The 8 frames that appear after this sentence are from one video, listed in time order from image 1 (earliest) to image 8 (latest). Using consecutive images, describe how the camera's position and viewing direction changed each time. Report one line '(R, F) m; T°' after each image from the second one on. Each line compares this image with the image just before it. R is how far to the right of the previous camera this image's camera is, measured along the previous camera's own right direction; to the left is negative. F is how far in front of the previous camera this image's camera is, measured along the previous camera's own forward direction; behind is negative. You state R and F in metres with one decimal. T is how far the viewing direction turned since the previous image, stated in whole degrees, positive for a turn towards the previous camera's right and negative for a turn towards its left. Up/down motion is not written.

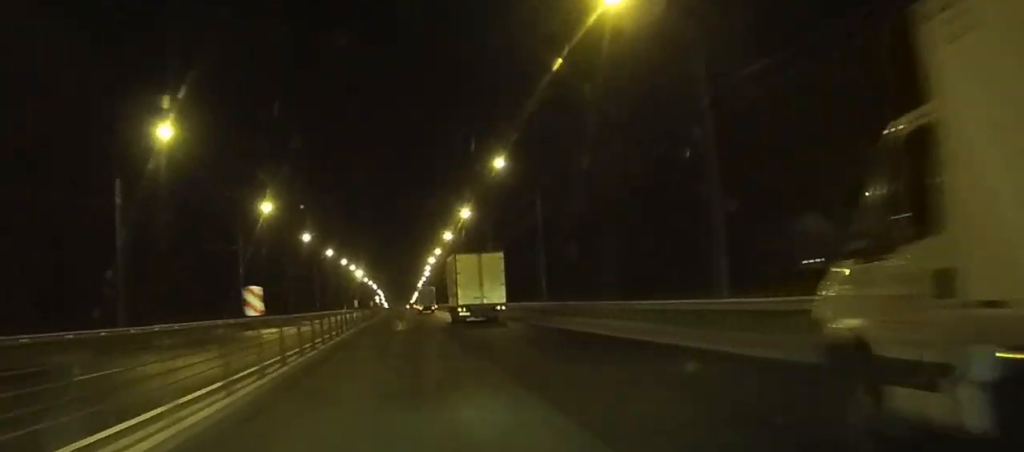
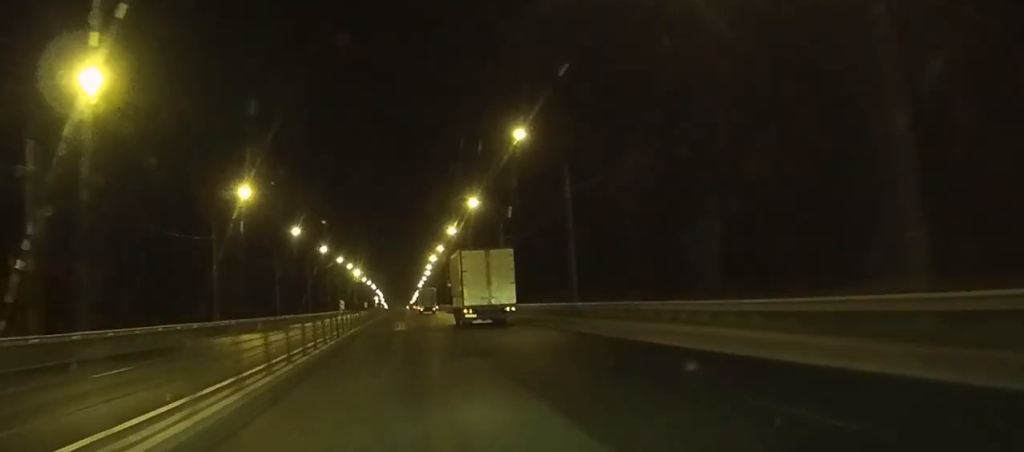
(+0.1, +11.1) m; 0°
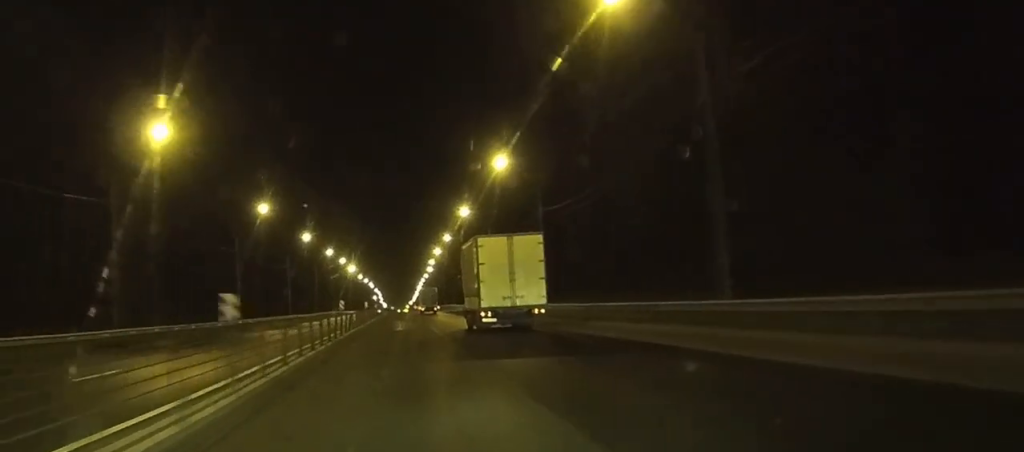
(+0.1, +24.3) m; 0°
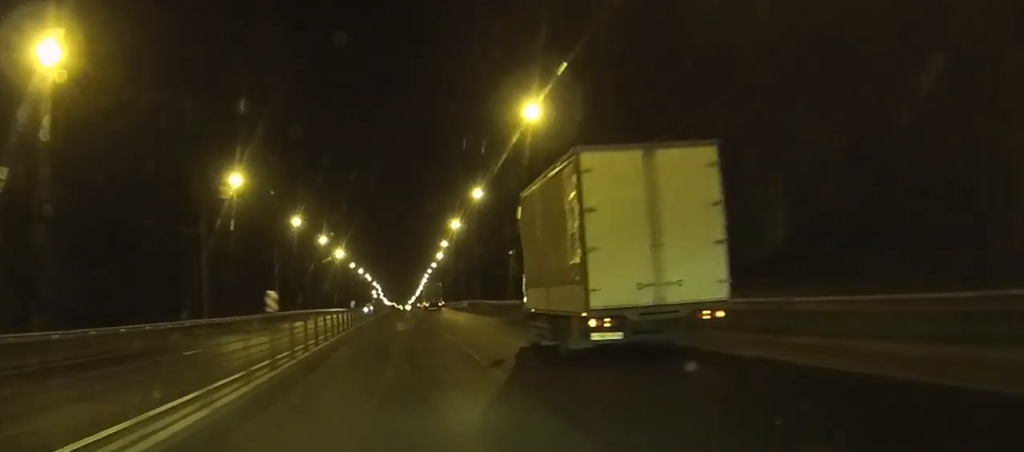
(0.0, +49.6) m; 0°
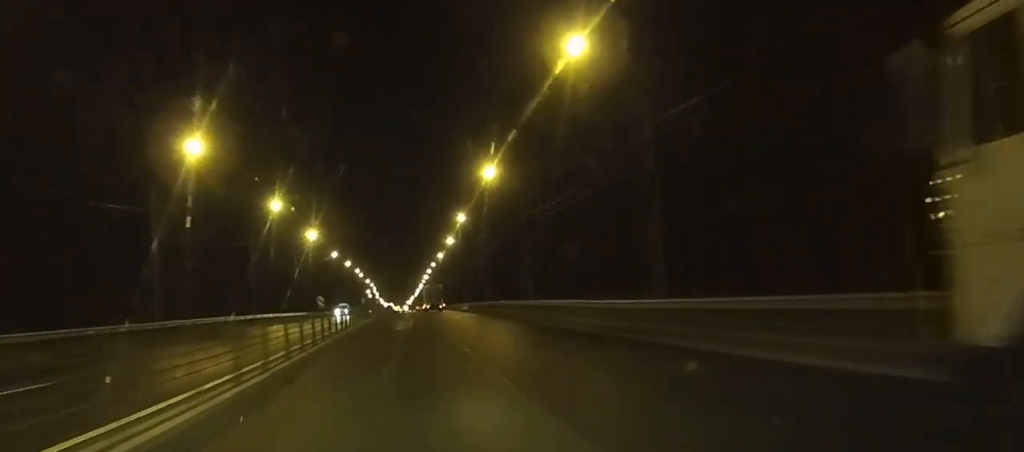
(-0.1, +48.1) m; 0°
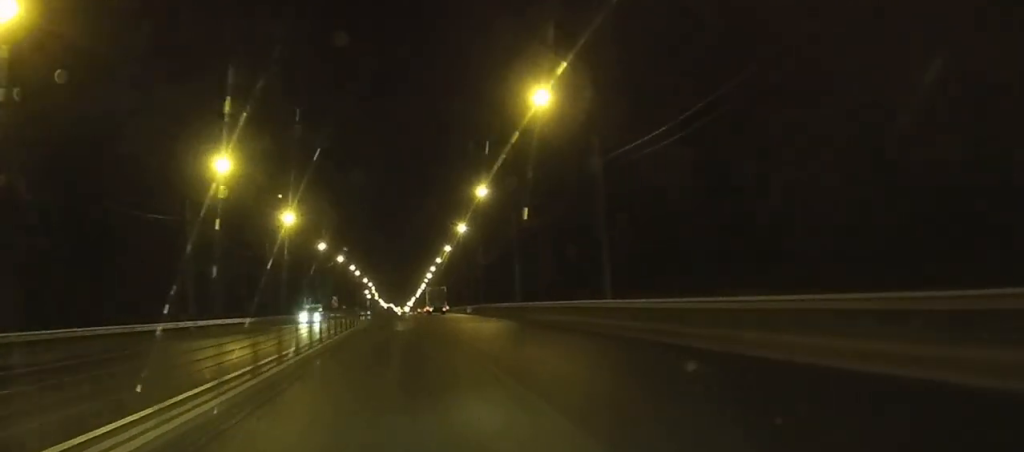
(+0.1, +25.7) m; 0°
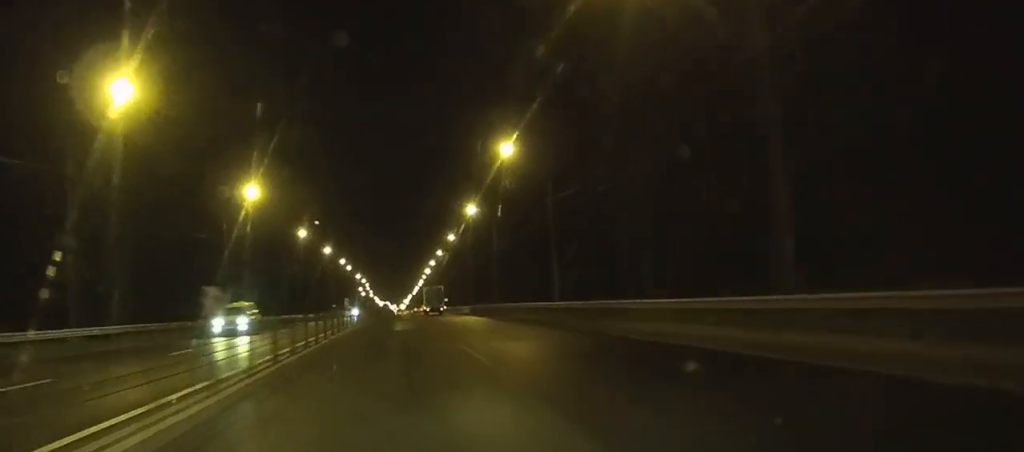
(0.0, +21.1) m; 0°
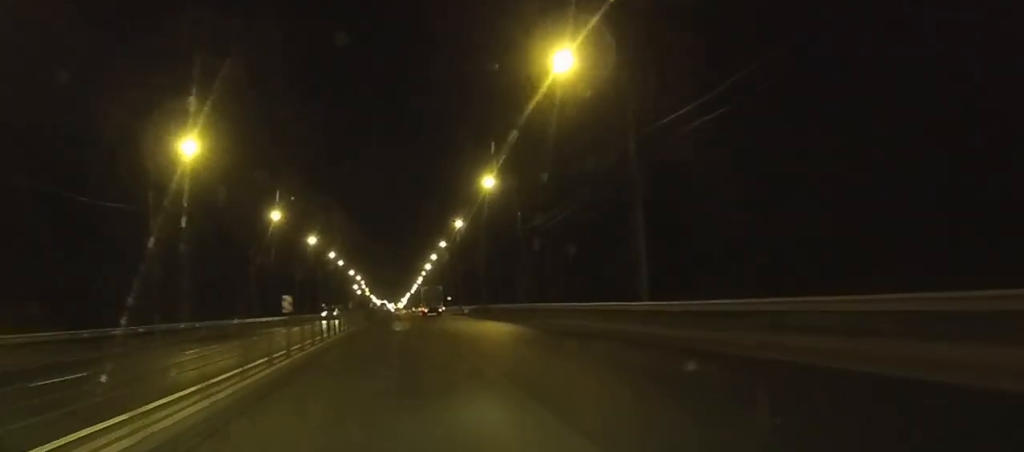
(0.0, +21.1) m; 0°
